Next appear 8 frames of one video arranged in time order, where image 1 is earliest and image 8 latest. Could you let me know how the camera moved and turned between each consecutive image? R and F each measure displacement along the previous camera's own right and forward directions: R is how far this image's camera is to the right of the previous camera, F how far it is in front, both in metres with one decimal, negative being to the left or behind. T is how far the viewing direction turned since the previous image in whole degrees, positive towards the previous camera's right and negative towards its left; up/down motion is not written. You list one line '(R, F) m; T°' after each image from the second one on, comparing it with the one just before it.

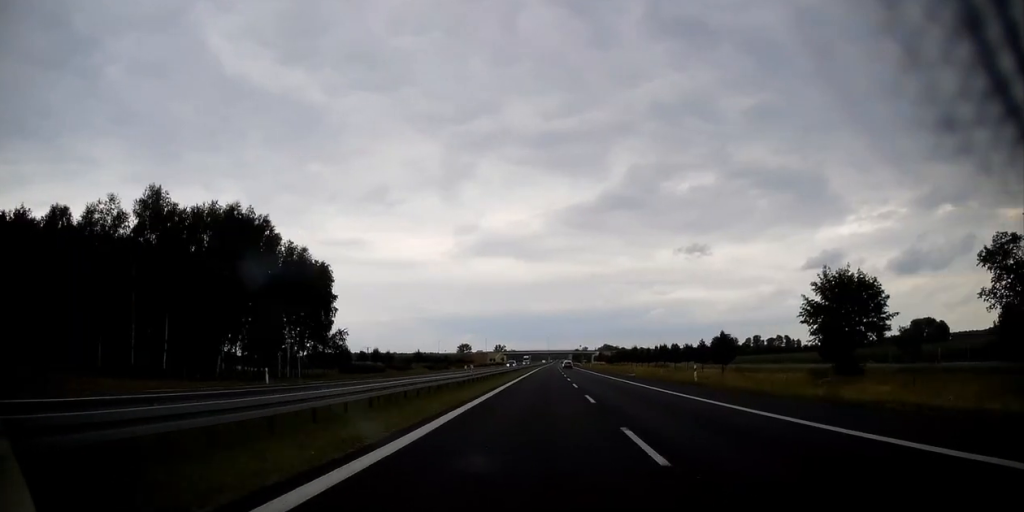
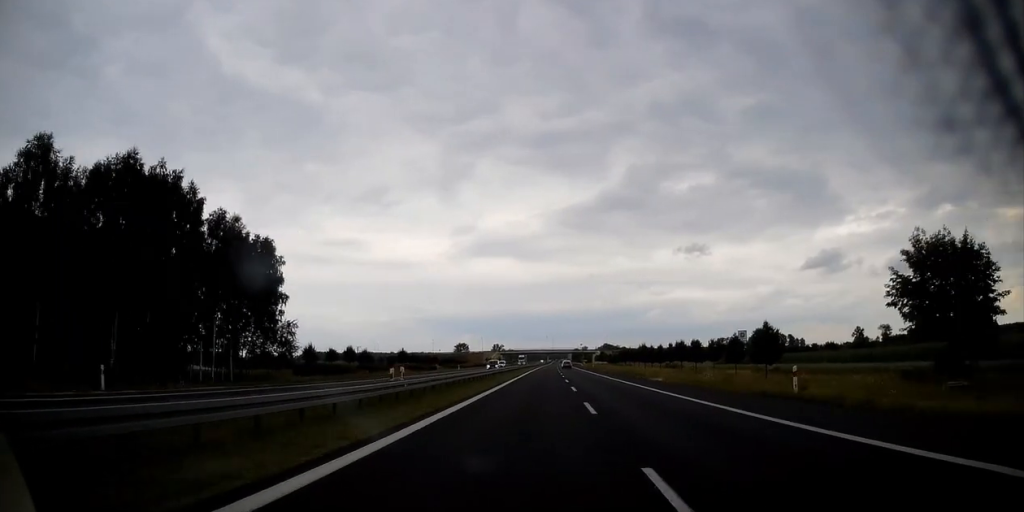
(0.0, +16.1) m; 0°
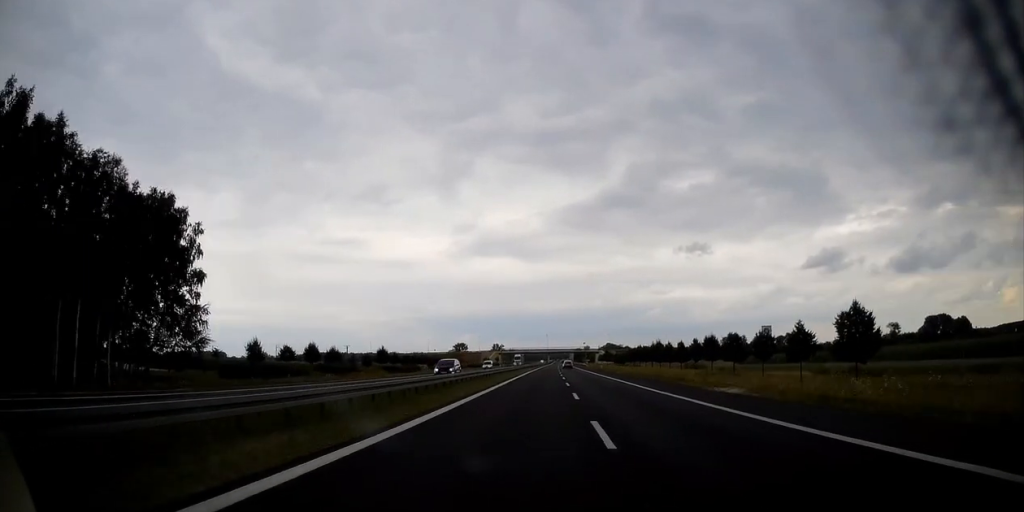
(0.0, +18.4) m; 0°
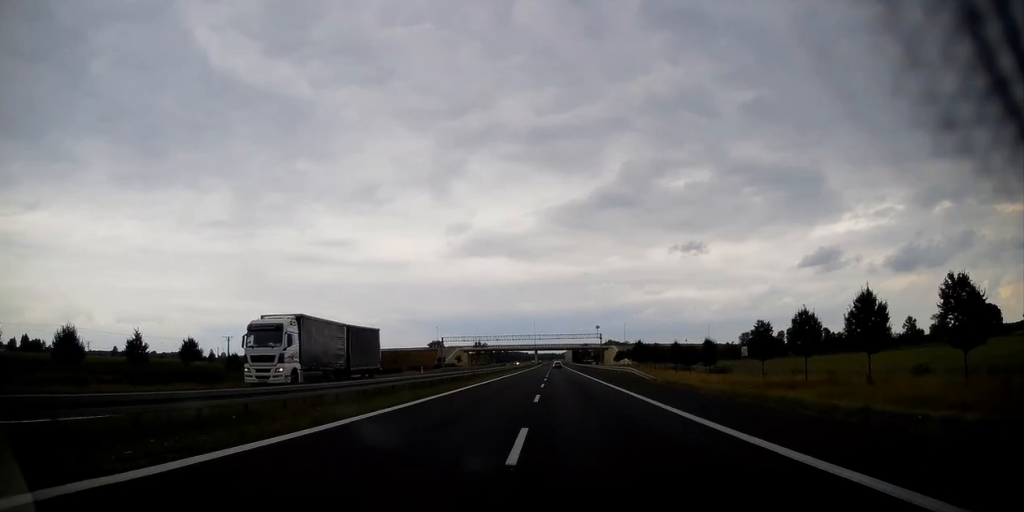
(+0.6, +109.5) m; +1°
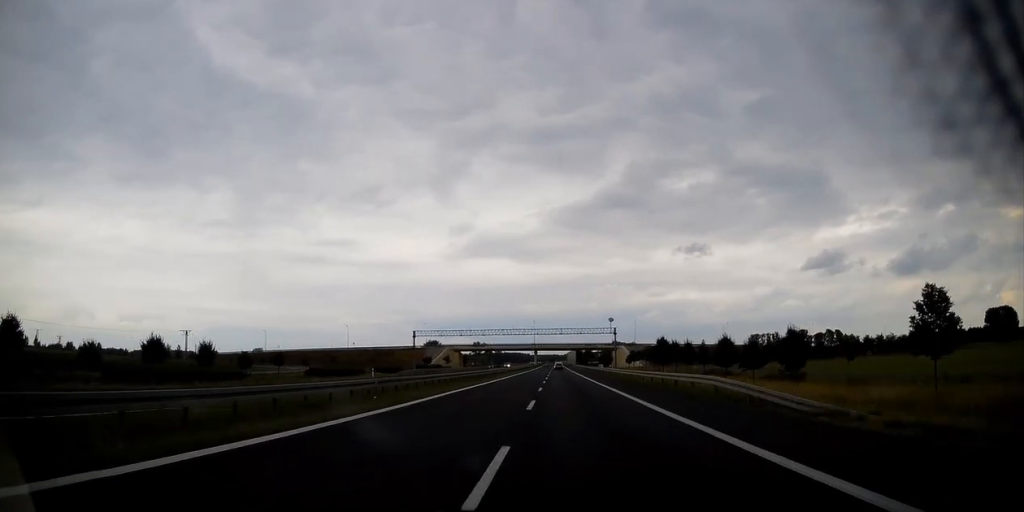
(+0.2, +26.2) m; 0°
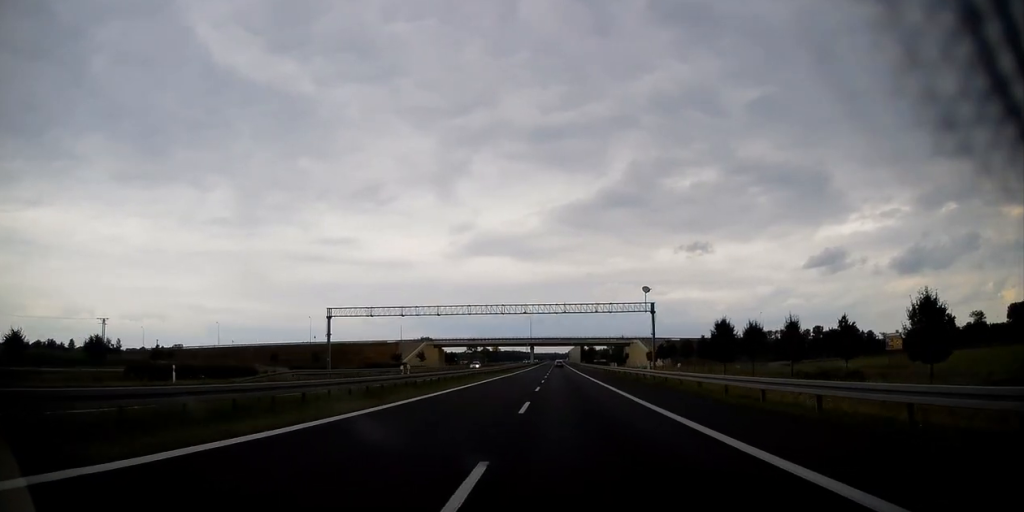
(-0.3, +37.7) m; 0°
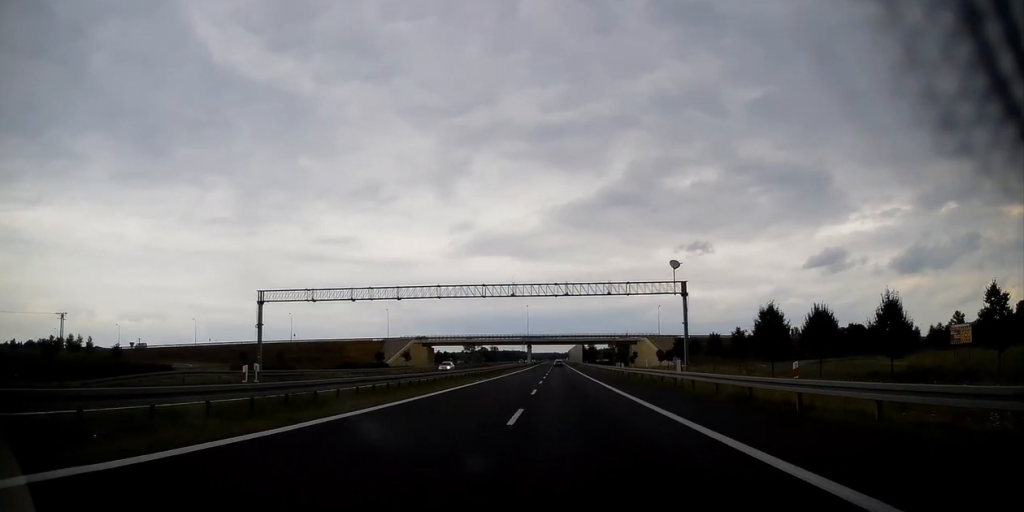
(+0.1, +14.9) m; 0°
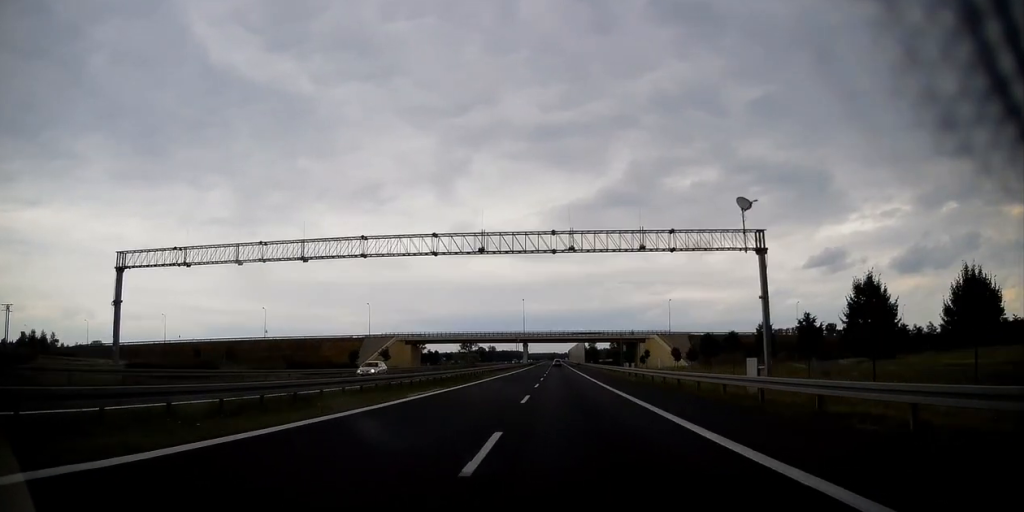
(+0.1, +17.2) m; 0°
